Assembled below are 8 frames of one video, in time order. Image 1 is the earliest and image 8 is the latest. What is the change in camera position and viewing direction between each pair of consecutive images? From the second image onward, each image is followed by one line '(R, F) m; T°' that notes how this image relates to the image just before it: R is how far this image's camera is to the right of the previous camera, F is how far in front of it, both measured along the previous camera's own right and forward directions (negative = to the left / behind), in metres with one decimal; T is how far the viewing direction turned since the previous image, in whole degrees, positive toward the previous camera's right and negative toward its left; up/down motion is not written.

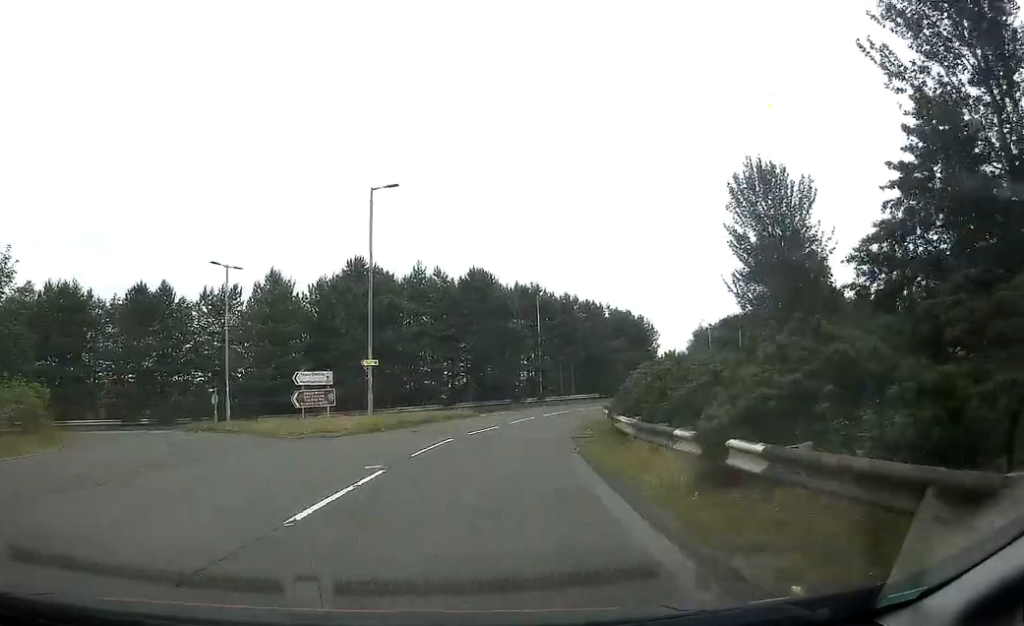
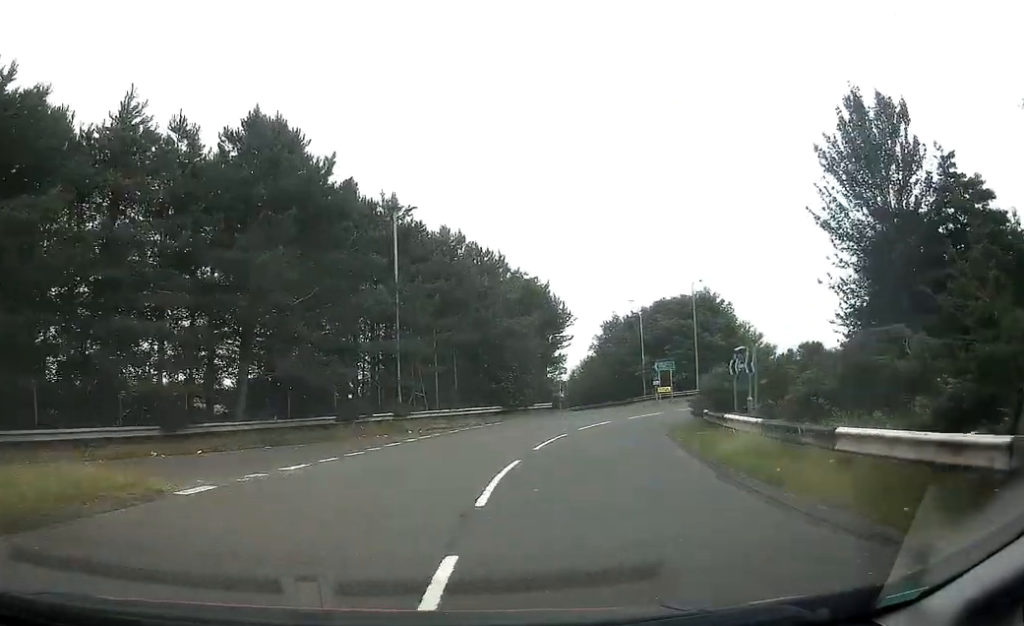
(+4.6, +34.9) m; +14°
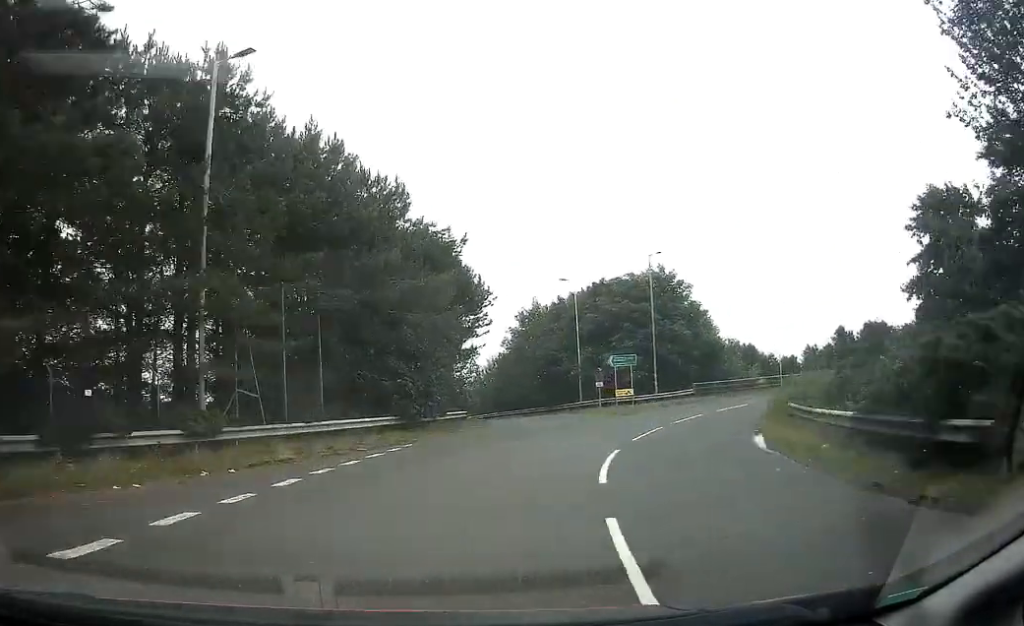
(+1.0, +16.5) m; +7°
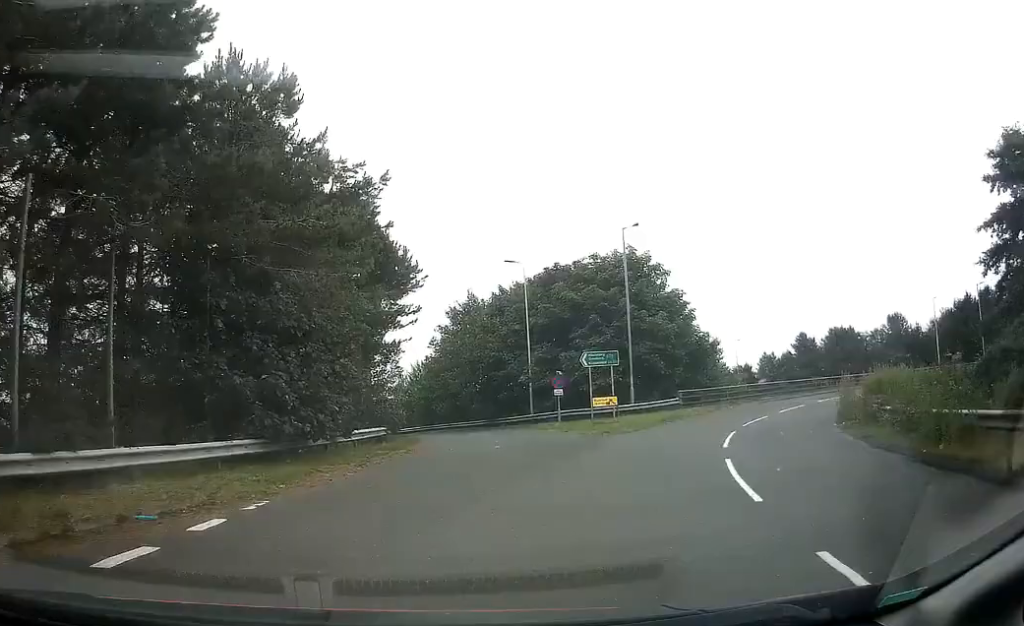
(+0.5, +11.8) m; +5°
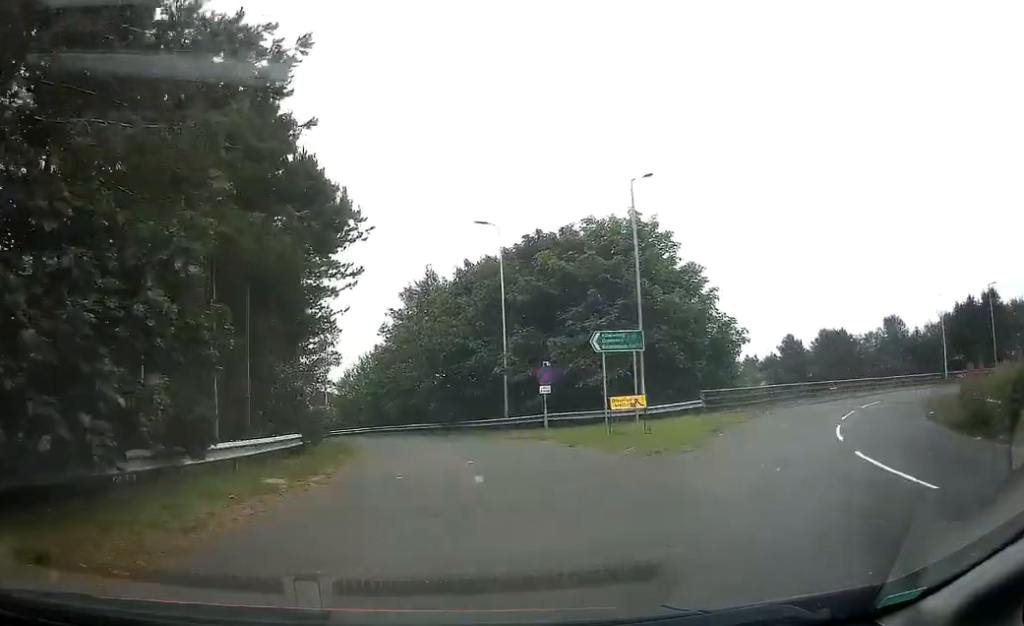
(+0.2, +10.0) m; +3°
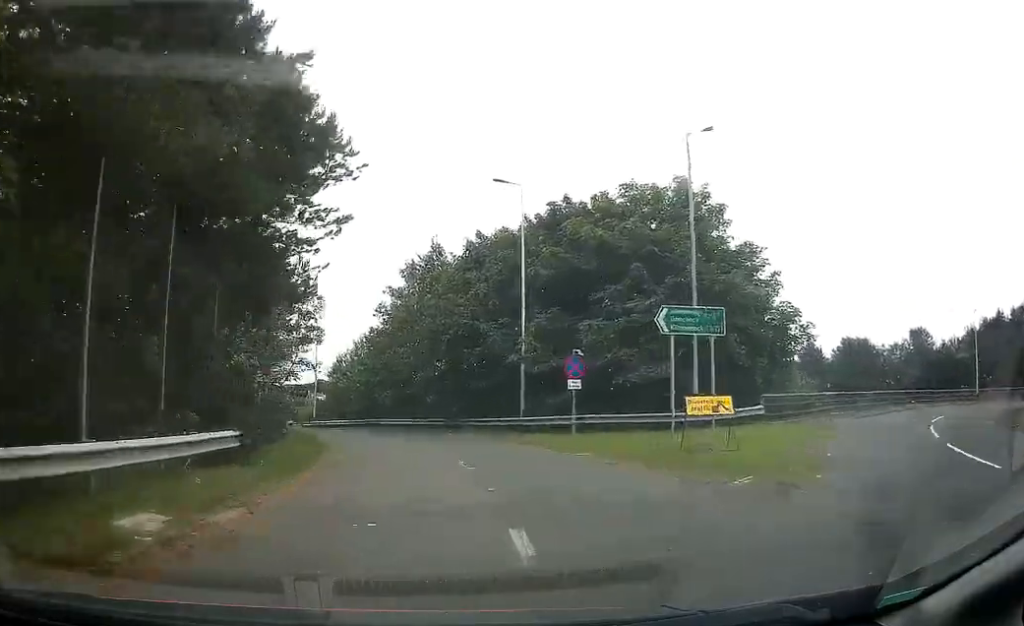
(+0.3, +6.3) m; 0°
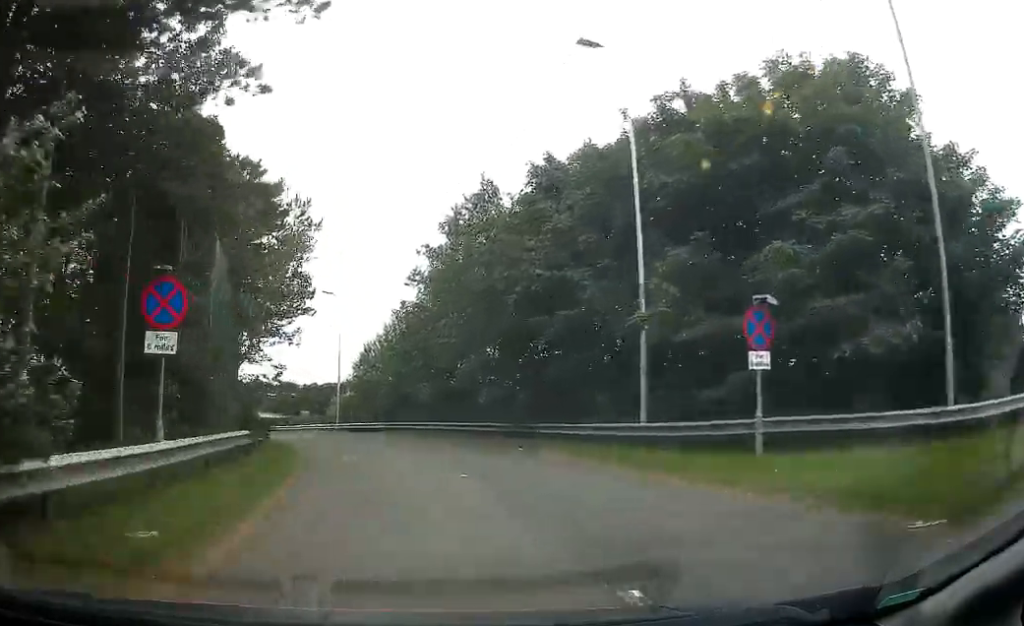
(+0.1, +11.1) m; -1°
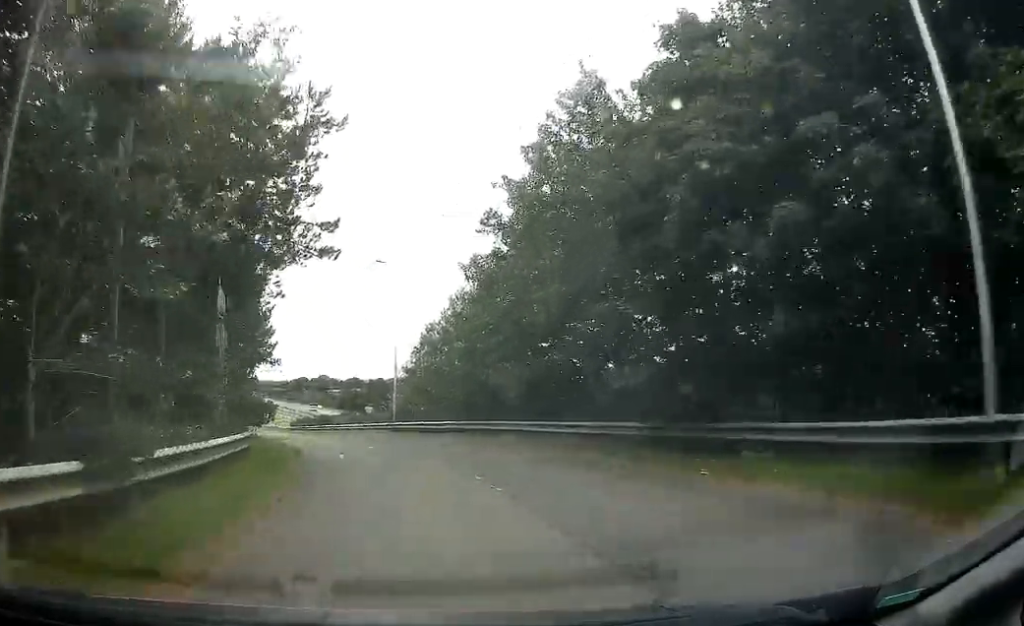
(-0.1, +9.7) m; -2°
